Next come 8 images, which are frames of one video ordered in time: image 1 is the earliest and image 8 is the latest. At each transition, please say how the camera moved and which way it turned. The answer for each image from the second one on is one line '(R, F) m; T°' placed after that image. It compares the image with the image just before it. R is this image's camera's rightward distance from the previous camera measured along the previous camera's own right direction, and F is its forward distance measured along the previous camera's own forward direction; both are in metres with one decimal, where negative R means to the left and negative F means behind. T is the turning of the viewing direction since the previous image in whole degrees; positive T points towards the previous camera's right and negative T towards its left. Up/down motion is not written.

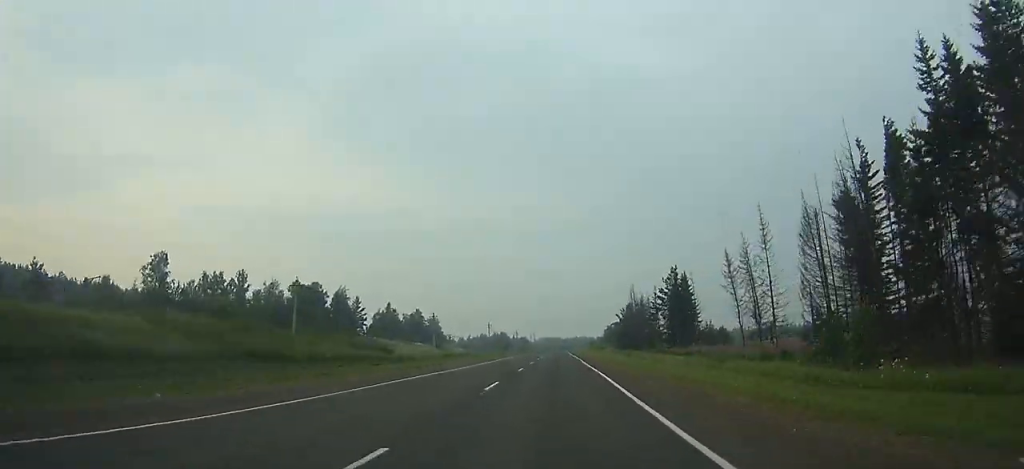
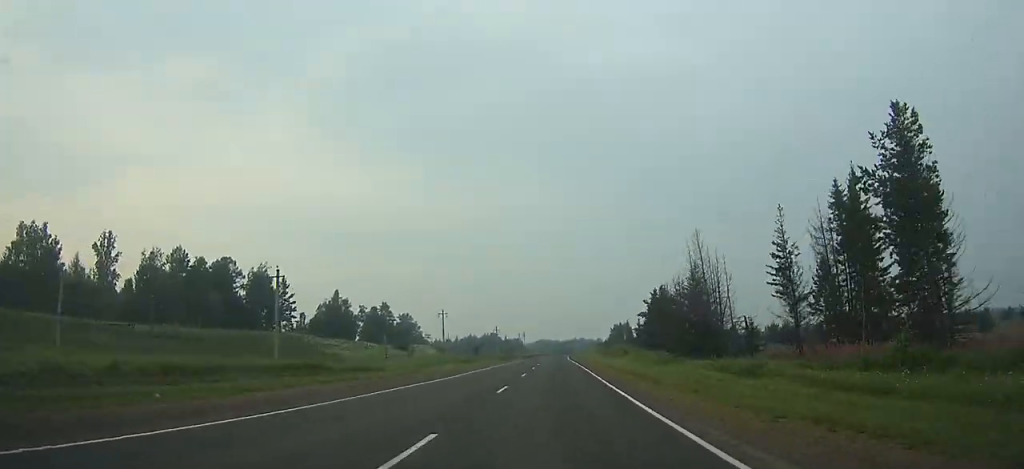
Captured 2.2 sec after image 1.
(-0.1, +55.9) m; 0°
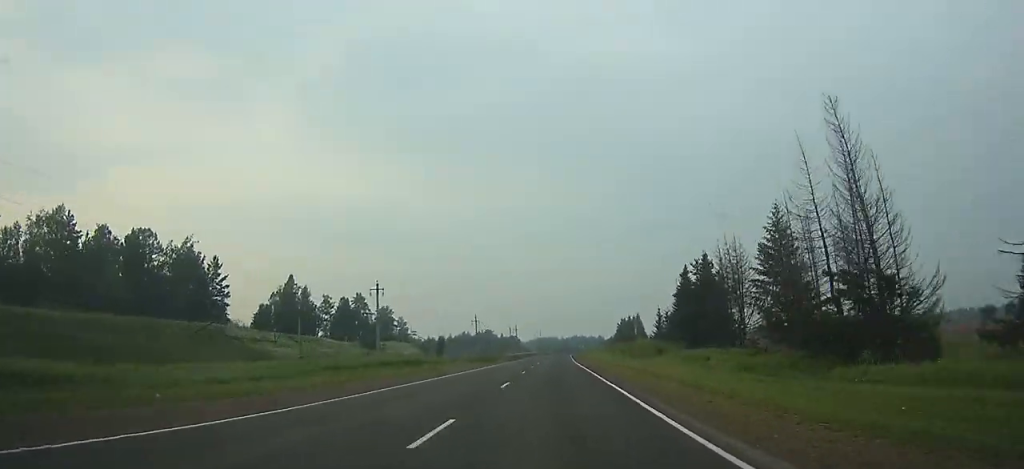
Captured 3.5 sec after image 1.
(0.0, +33.1) m; 0°
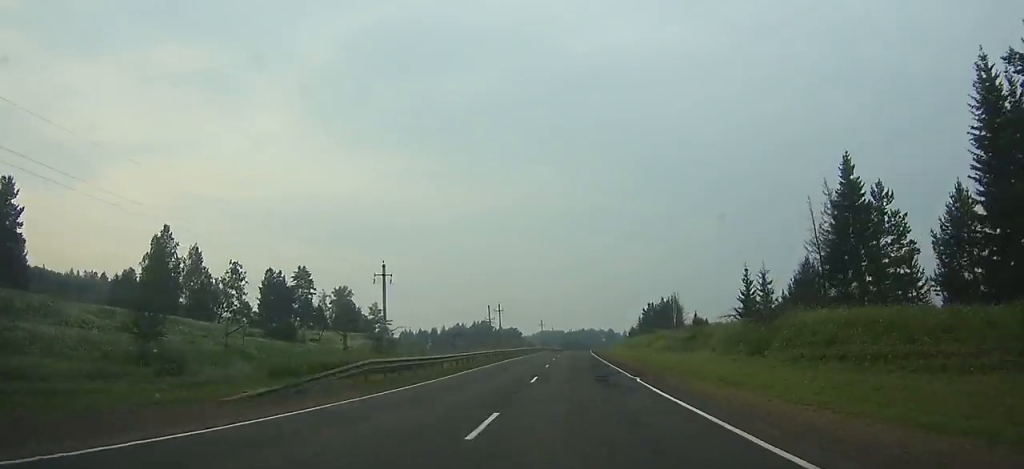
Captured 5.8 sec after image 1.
(0.0, +60.3) m; +1°
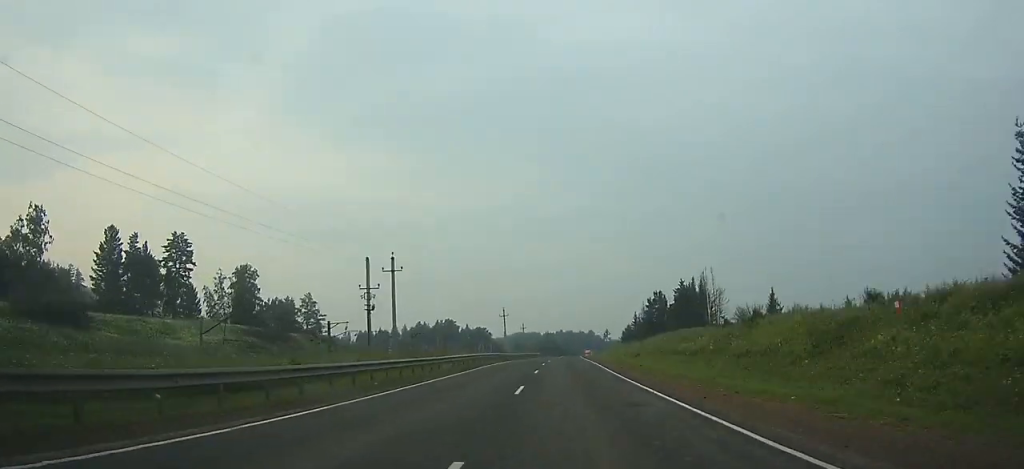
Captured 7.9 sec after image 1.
(+0.6, +54.3) m; +1°
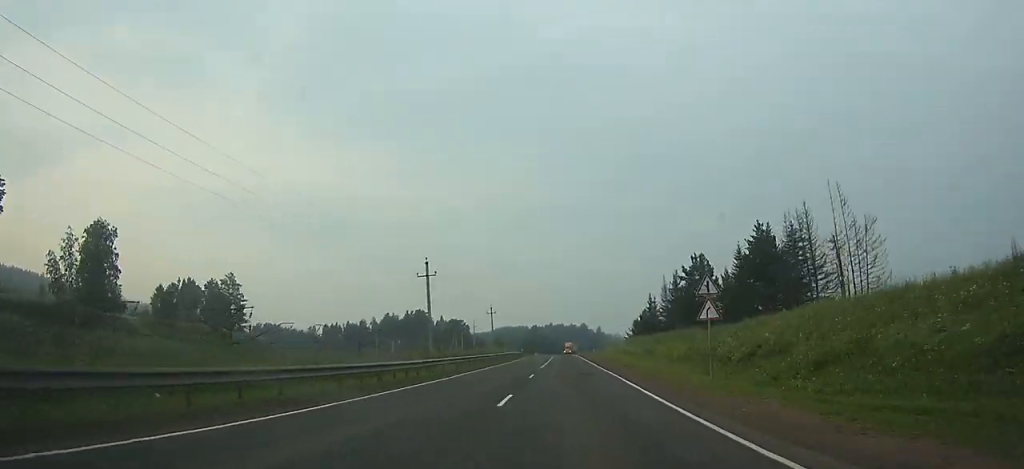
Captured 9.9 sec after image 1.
(+0.4, +50.8) m; +1°
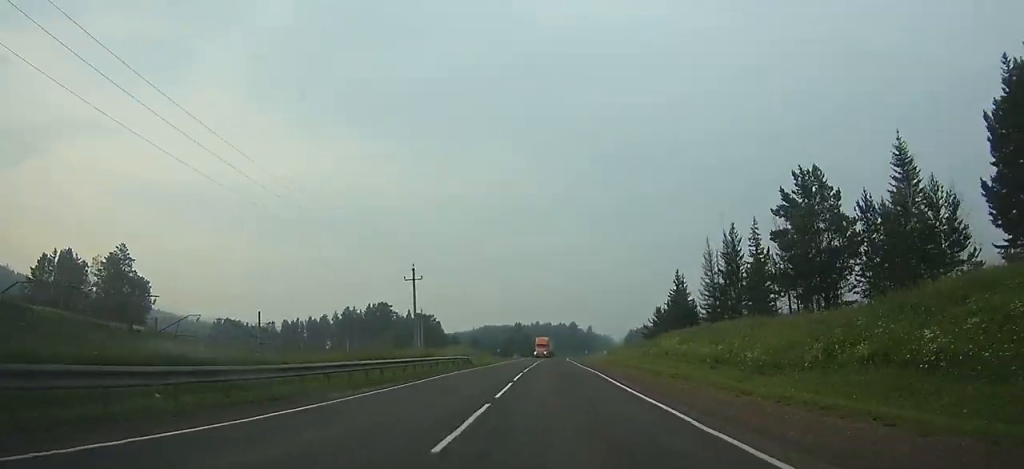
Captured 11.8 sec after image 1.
(+0.5, +47.1) m; +1°
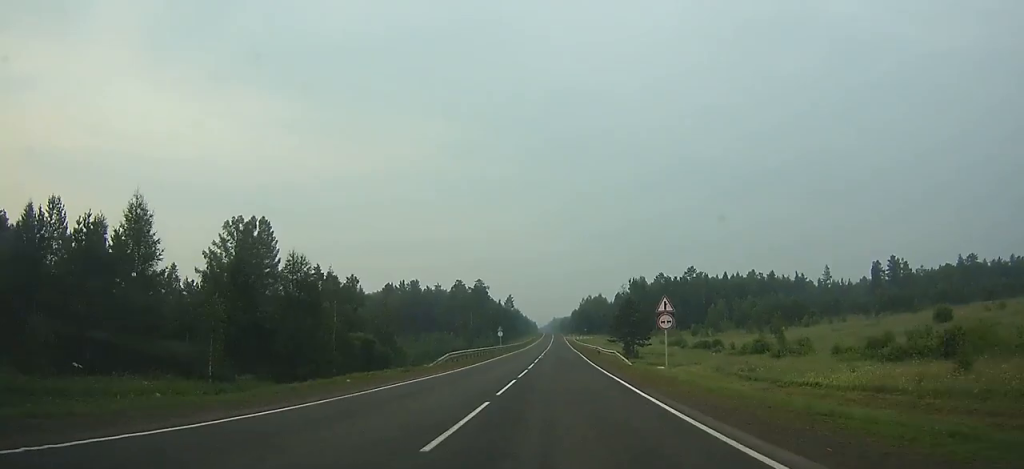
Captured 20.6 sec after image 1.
(+13.8, +219.5) m; +7°
